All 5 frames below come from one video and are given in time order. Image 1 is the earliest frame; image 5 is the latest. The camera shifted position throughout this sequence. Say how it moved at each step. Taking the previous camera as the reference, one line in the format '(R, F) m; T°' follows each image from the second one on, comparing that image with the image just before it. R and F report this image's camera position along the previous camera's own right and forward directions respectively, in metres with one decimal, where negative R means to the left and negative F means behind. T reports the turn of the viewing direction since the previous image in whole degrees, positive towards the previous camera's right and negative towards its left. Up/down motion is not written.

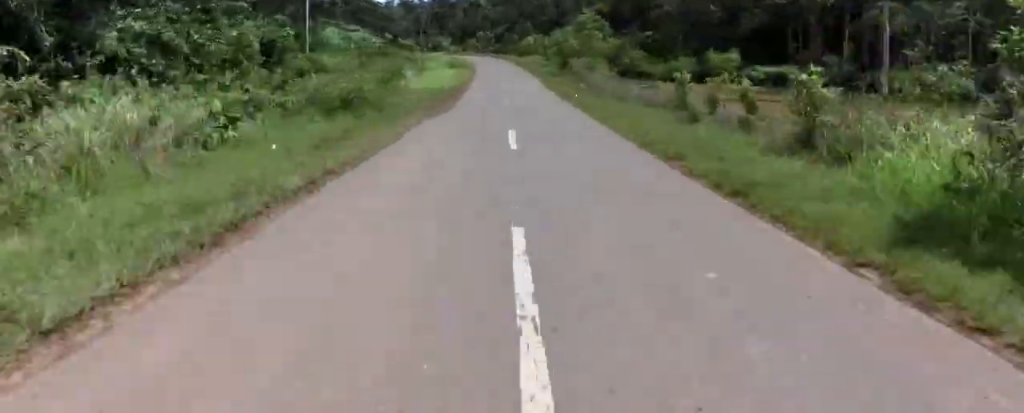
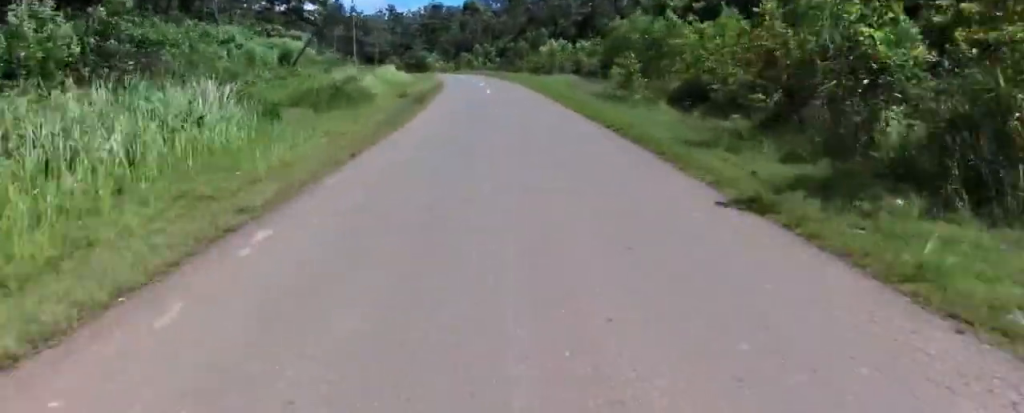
(+1.5, +39.6) m; -1°
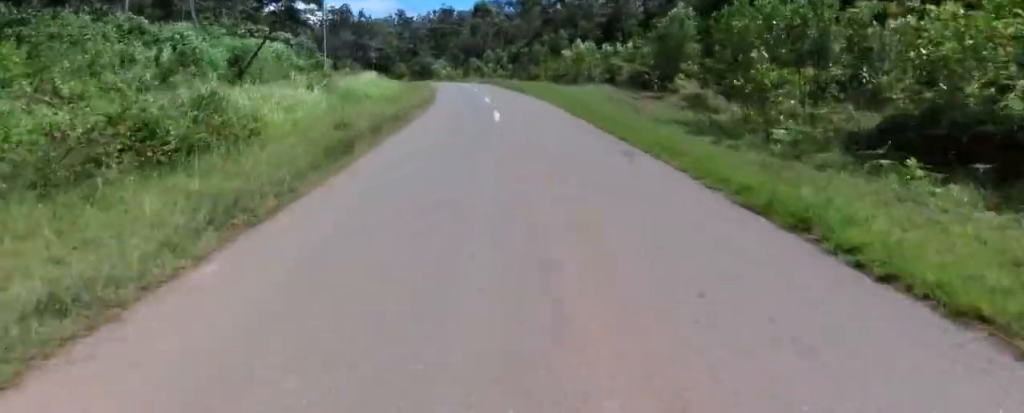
(-0.3, +11.6) m; -2°
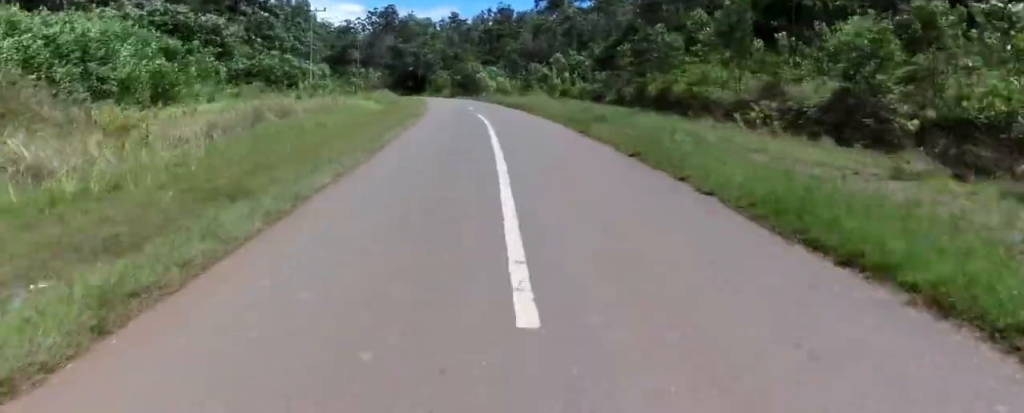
(-1.6, +36.2) m; -5°
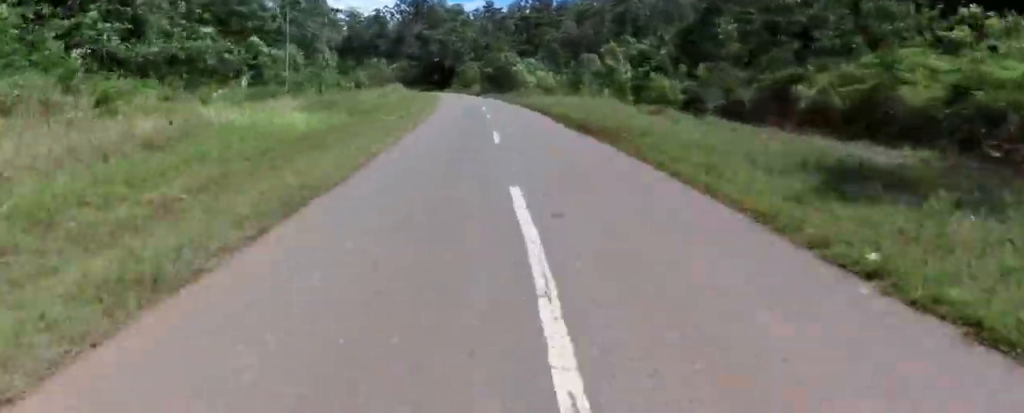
(-0.3, +15.7) m; -3°
